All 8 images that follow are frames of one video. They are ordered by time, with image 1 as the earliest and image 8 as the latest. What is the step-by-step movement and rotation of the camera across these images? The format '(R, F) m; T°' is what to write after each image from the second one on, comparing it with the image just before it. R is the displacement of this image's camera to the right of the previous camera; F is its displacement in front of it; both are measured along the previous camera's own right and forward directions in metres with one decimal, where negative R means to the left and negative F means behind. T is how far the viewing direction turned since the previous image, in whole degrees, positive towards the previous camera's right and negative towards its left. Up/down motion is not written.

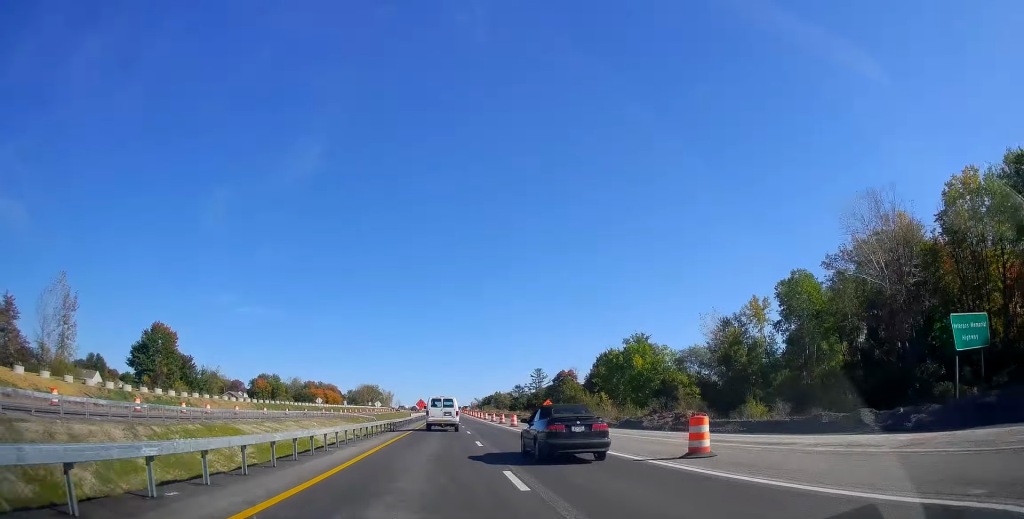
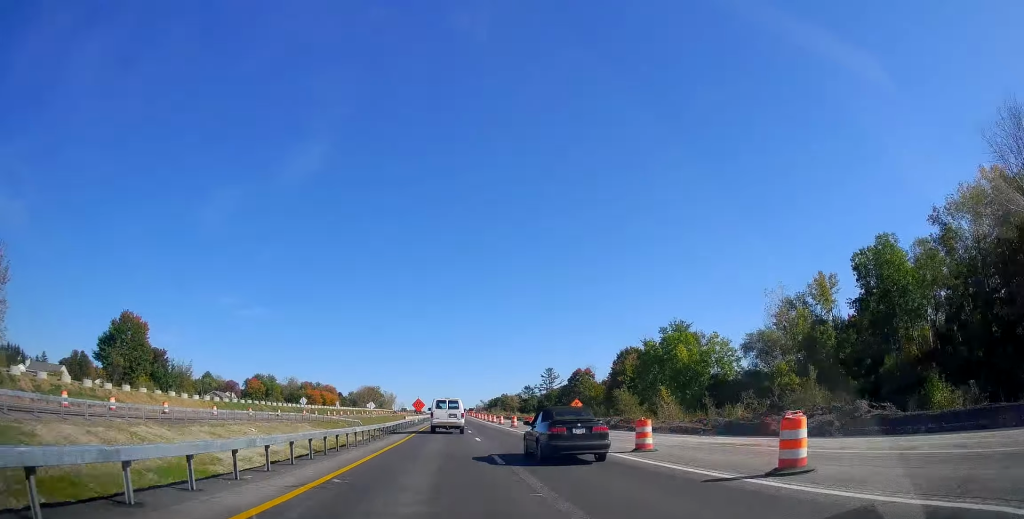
(+0.1, +19.4) m; 0°
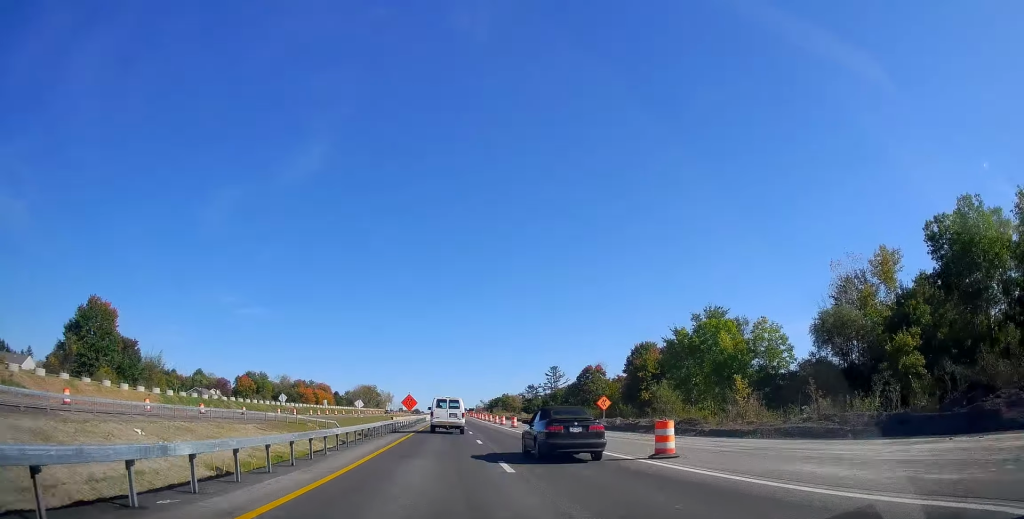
(0.0, +14.9) m; 0°
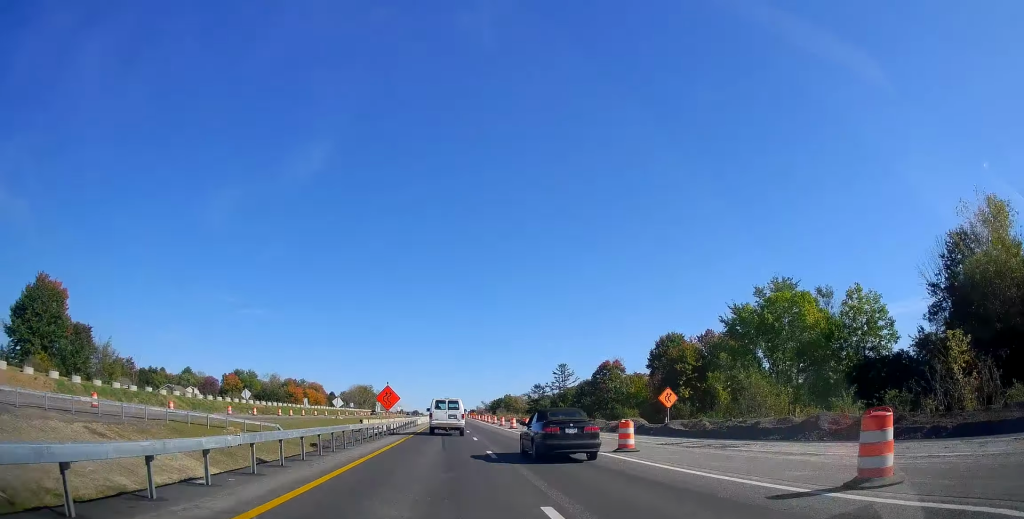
(-0.1, +19.9) m; -1°
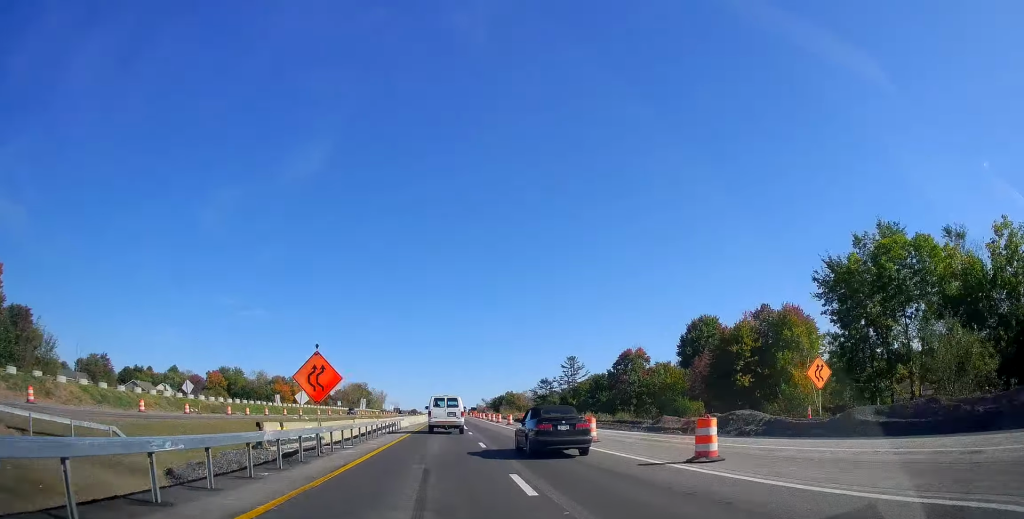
(-0.2, +20.4) m; 0°
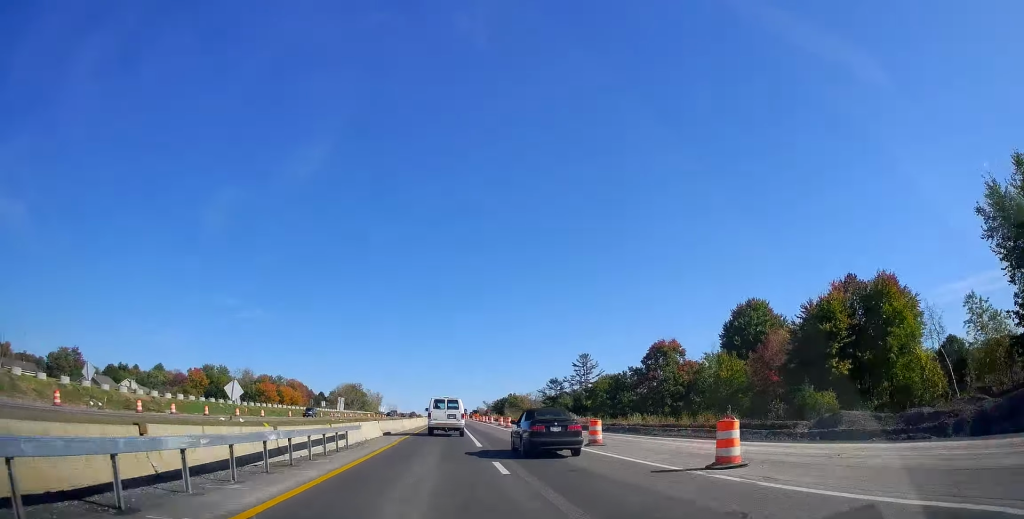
(0.0, +20.9) m; 0°
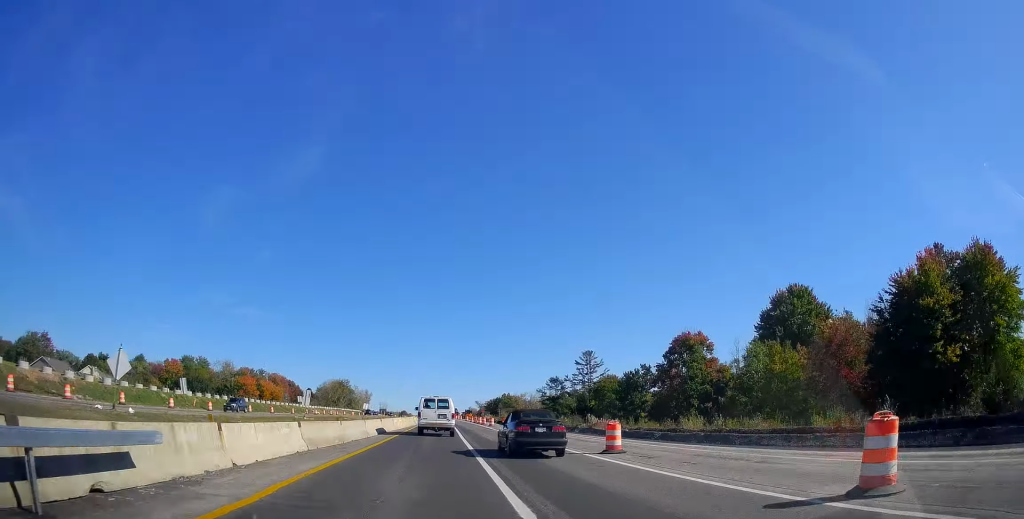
(+0.3, +15.8) m; 0°
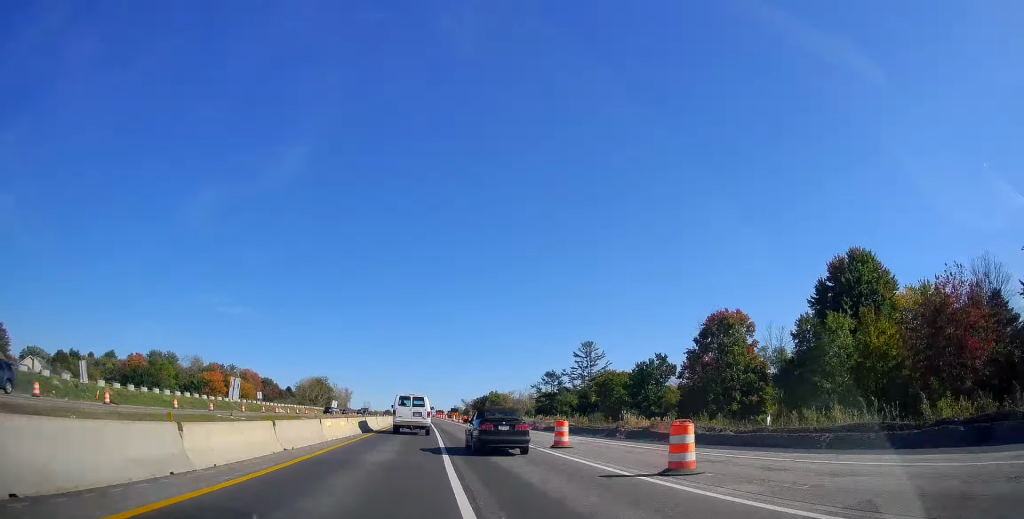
(-0.4, +19.0) m; +1°
